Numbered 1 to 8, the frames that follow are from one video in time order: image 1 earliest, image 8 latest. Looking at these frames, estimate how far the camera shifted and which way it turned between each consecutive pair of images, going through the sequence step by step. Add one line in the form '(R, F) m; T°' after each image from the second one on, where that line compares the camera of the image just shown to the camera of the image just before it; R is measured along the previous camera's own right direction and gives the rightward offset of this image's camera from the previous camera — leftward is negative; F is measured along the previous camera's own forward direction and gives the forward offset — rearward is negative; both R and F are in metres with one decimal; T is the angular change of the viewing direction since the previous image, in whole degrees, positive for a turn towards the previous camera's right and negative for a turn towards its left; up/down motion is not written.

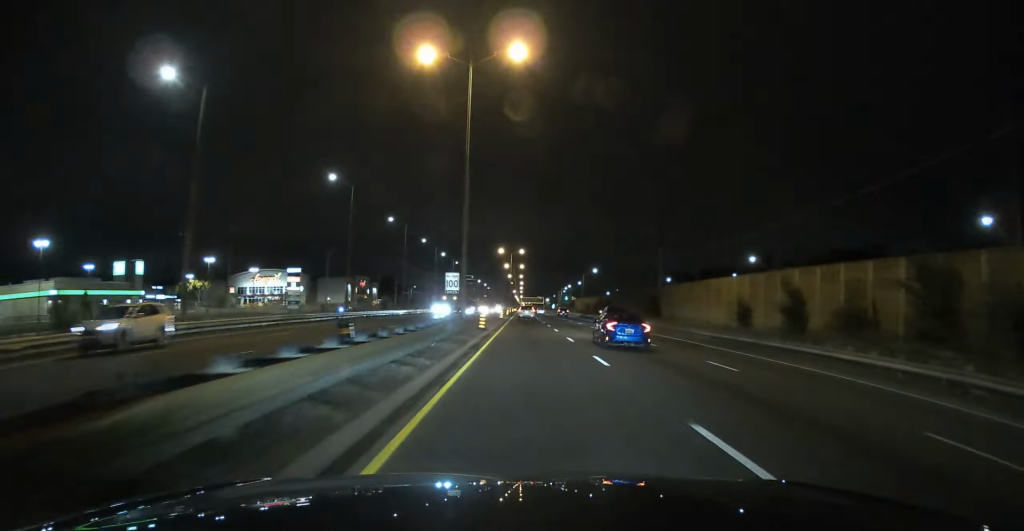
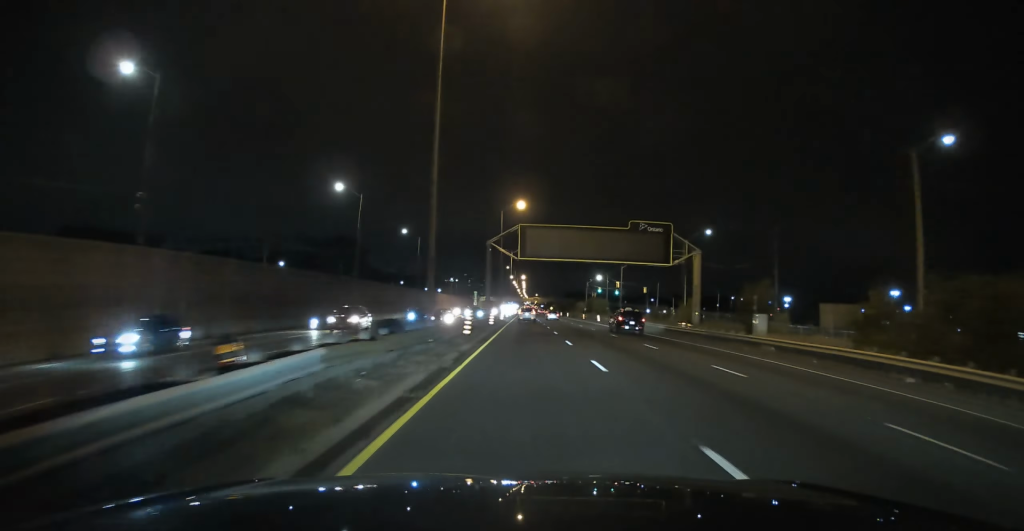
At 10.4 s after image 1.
(-0.7, +352.0) m; 0°
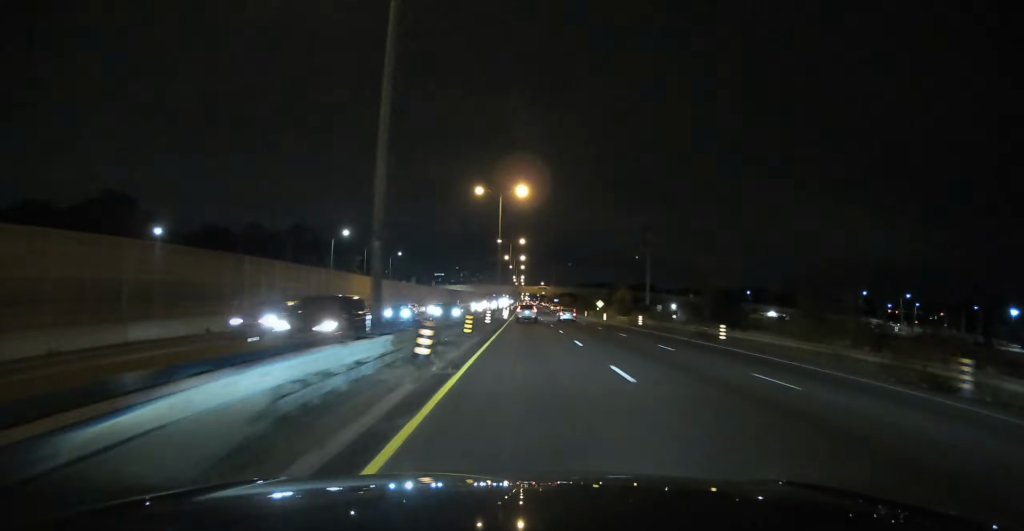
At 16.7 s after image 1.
(-0.1, +183.4) m; 0°
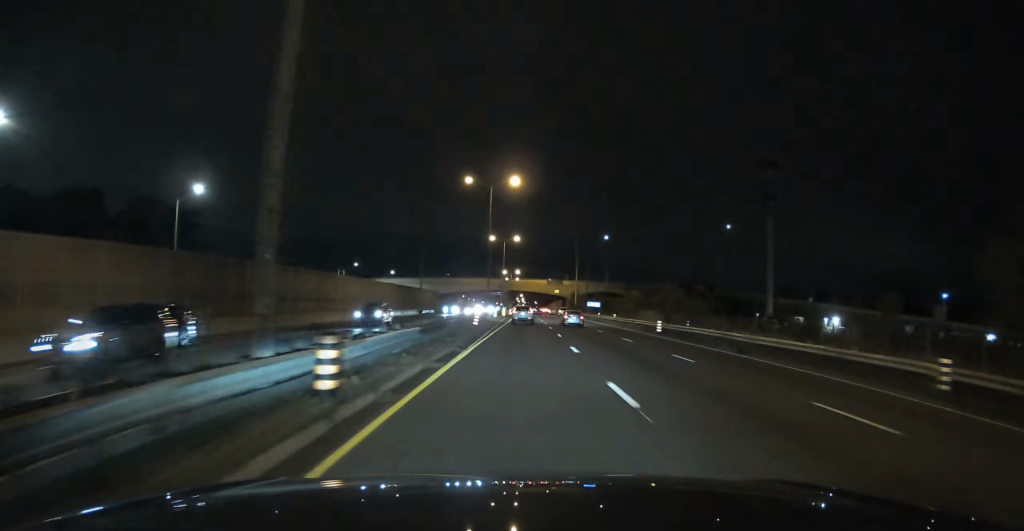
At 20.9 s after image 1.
(+0.4, +135.9) m; 0°
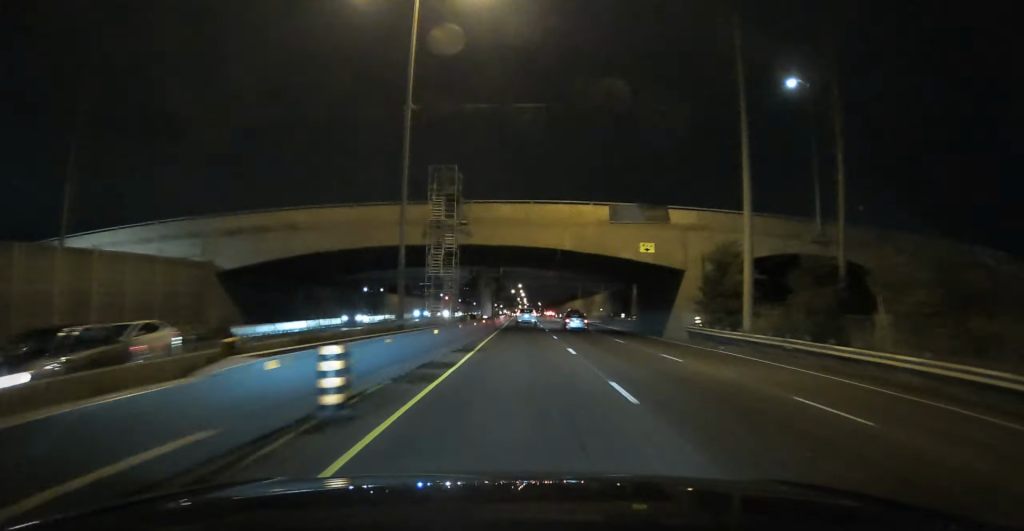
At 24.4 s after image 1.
(+0.3, +119.9) m; 0°
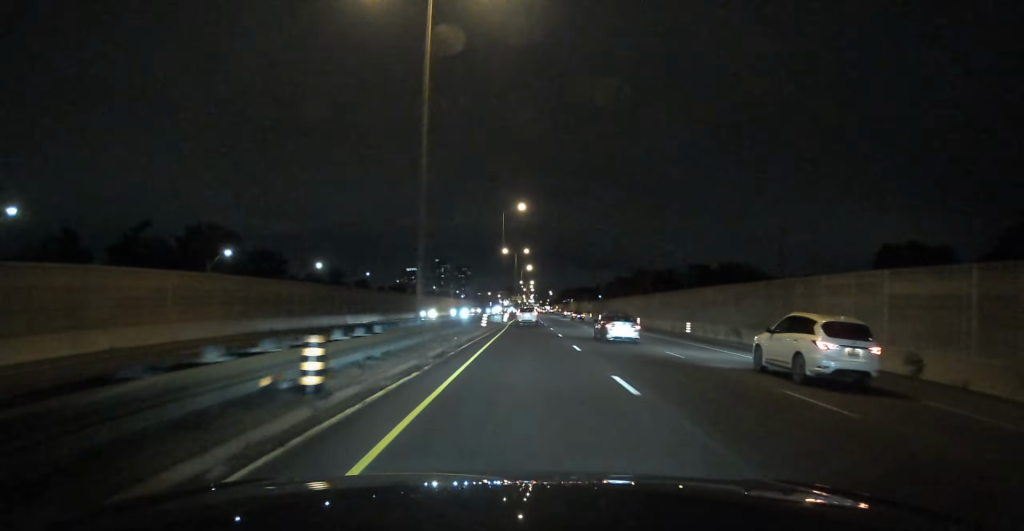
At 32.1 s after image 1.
(-1.0, +257.9) m; 0°
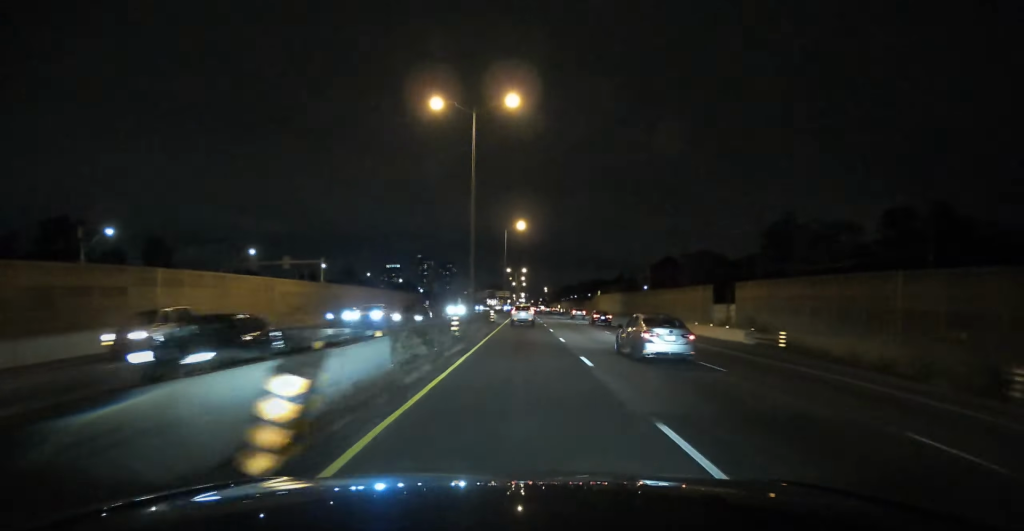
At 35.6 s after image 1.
(+0.2, +118.8) m; 0°
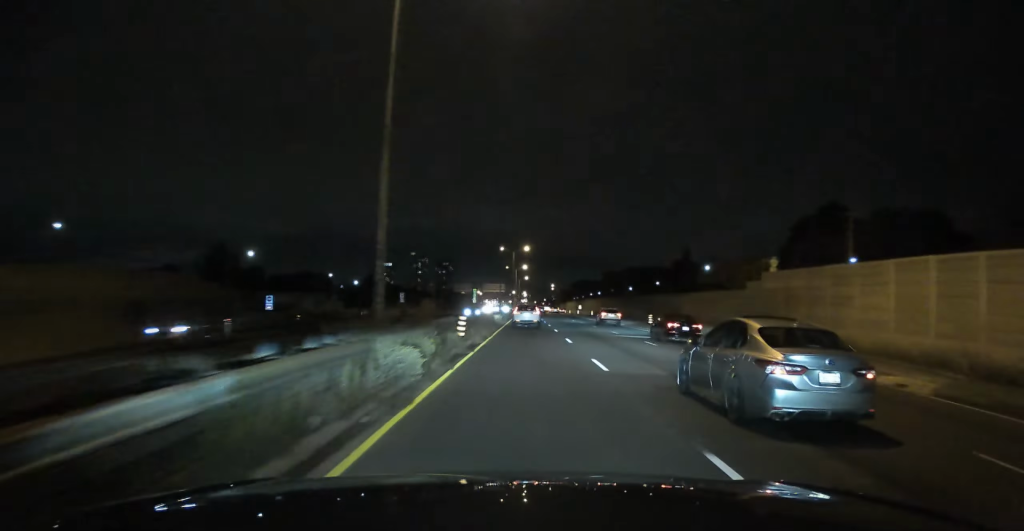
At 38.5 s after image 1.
(+0.3, +99.8) m; 0°
